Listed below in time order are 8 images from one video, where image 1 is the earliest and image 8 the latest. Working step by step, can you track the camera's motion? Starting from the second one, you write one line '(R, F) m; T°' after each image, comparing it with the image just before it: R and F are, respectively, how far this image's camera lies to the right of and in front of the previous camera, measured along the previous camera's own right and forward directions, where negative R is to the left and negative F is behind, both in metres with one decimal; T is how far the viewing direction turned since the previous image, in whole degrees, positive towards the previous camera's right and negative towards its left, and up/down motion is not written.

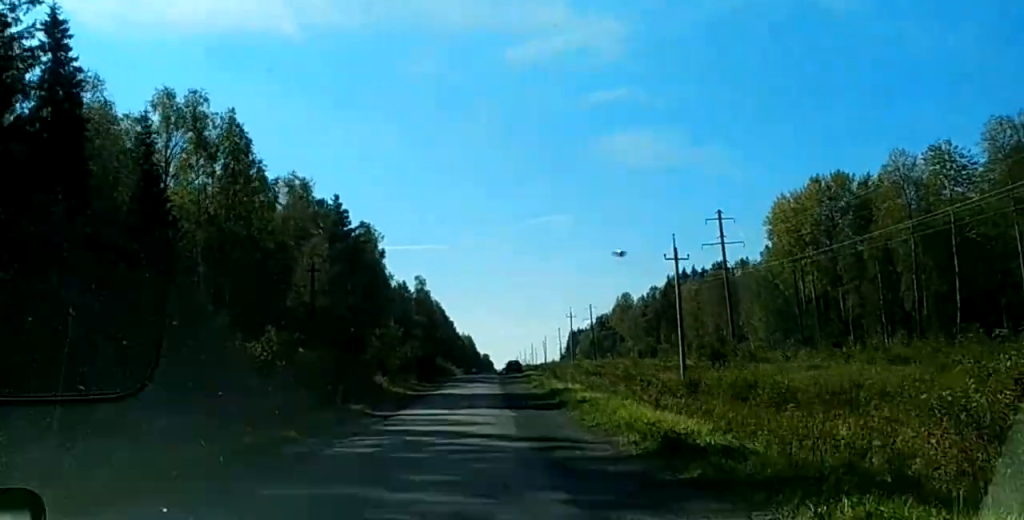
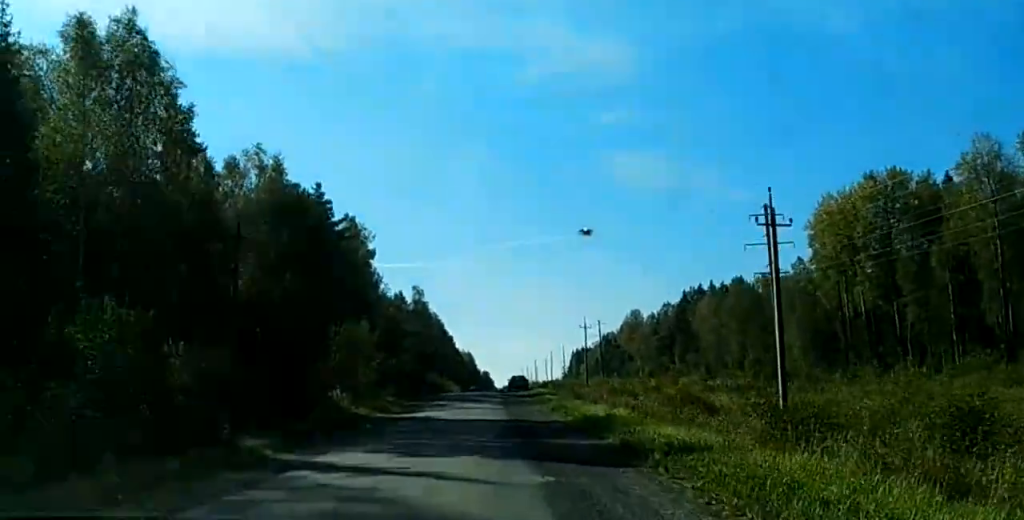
(-0.3, +19.3) m; 0°
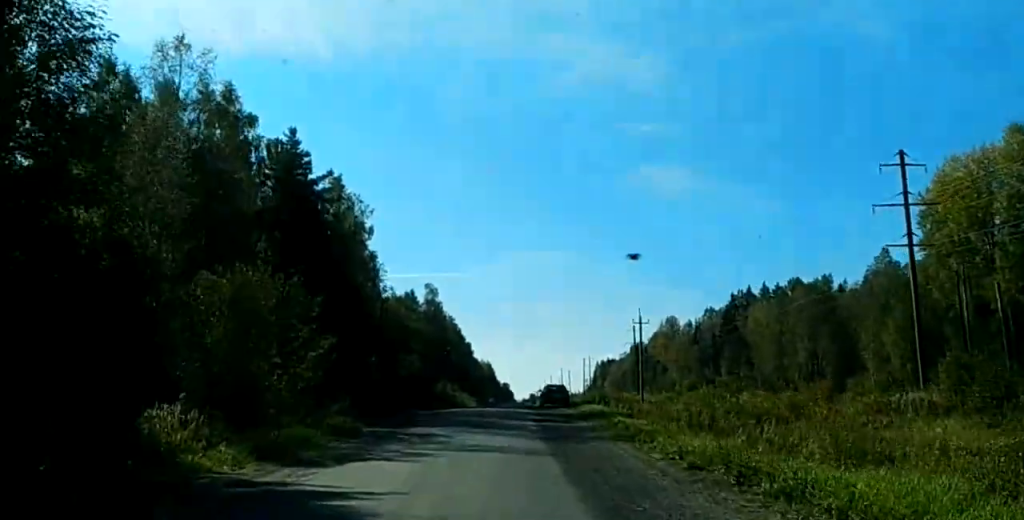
(+0.4, +29.6) m; +1°
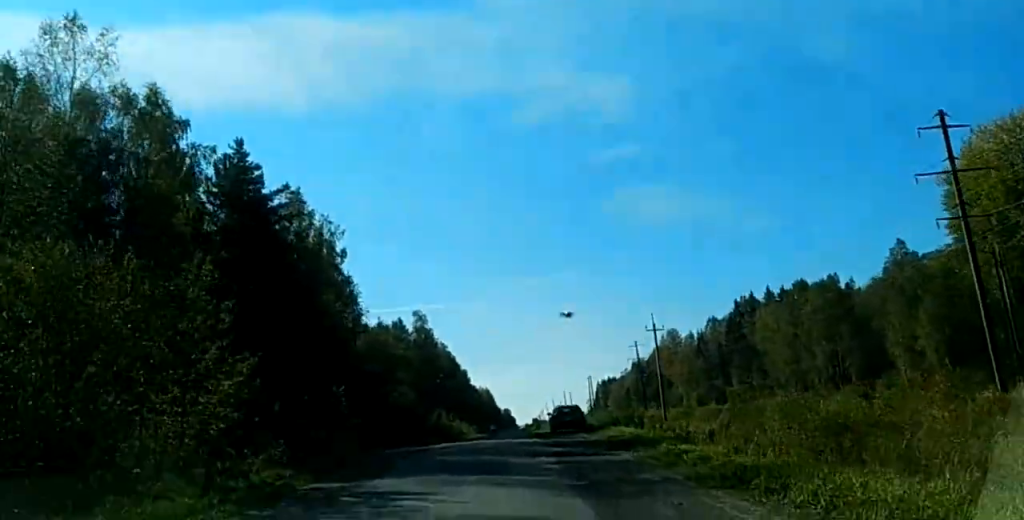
(+0.1, +11.1) m; -1°
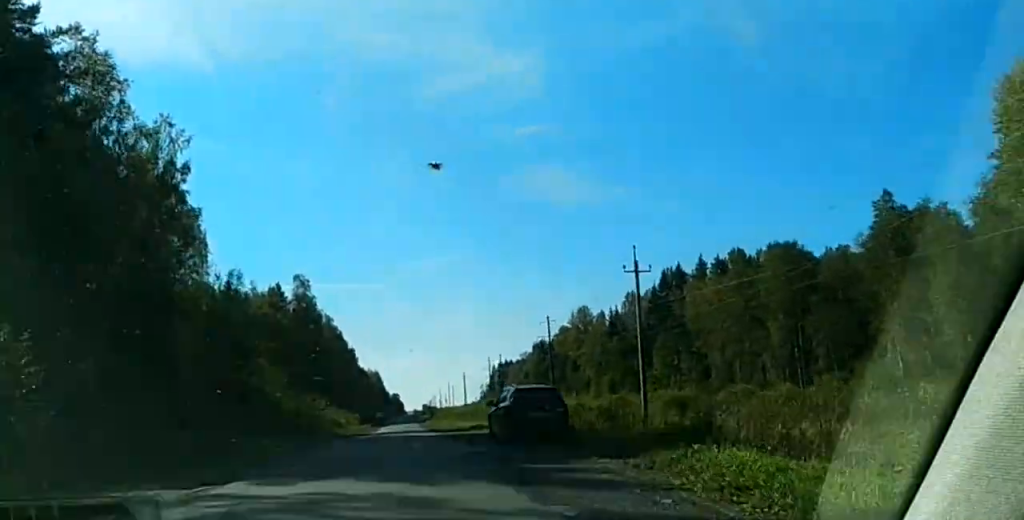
(-0.4, +28.9) m; -1°
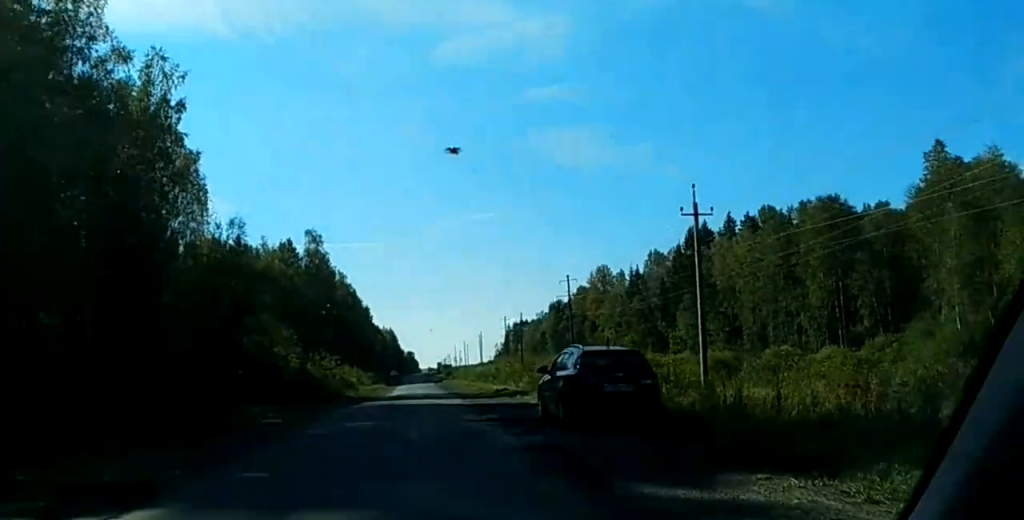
(0.0, +7.7) m; 0°
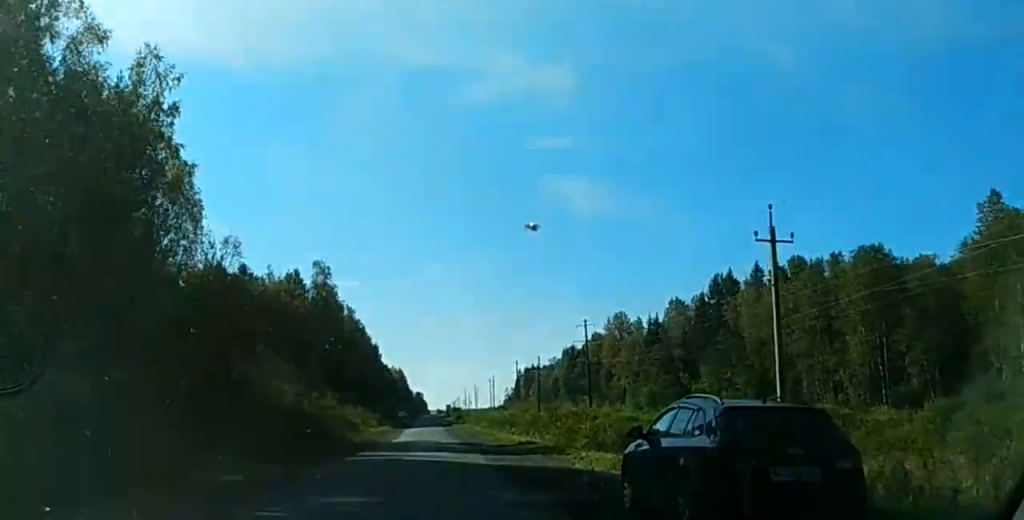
(0.0, +8.4) m; 0°
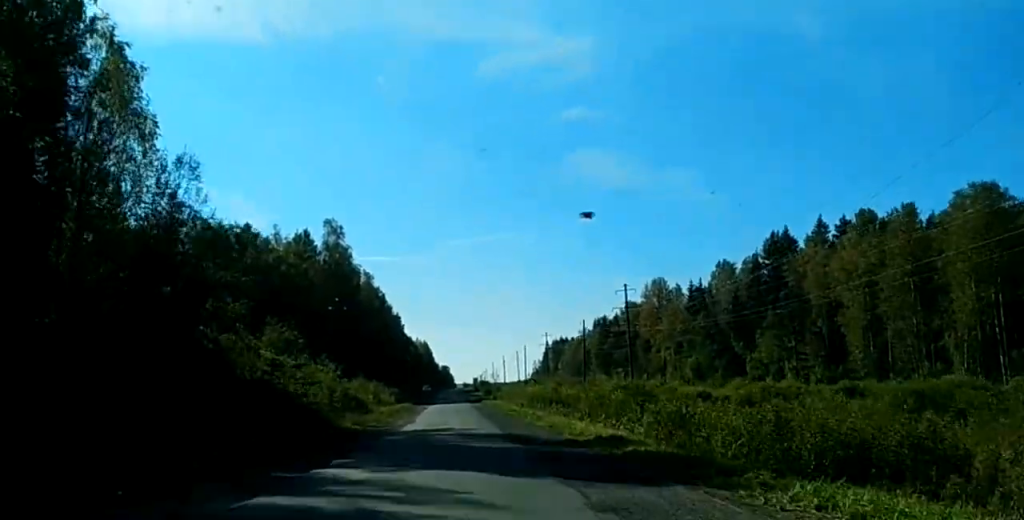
(+0.1, +18.2) m; +1°
